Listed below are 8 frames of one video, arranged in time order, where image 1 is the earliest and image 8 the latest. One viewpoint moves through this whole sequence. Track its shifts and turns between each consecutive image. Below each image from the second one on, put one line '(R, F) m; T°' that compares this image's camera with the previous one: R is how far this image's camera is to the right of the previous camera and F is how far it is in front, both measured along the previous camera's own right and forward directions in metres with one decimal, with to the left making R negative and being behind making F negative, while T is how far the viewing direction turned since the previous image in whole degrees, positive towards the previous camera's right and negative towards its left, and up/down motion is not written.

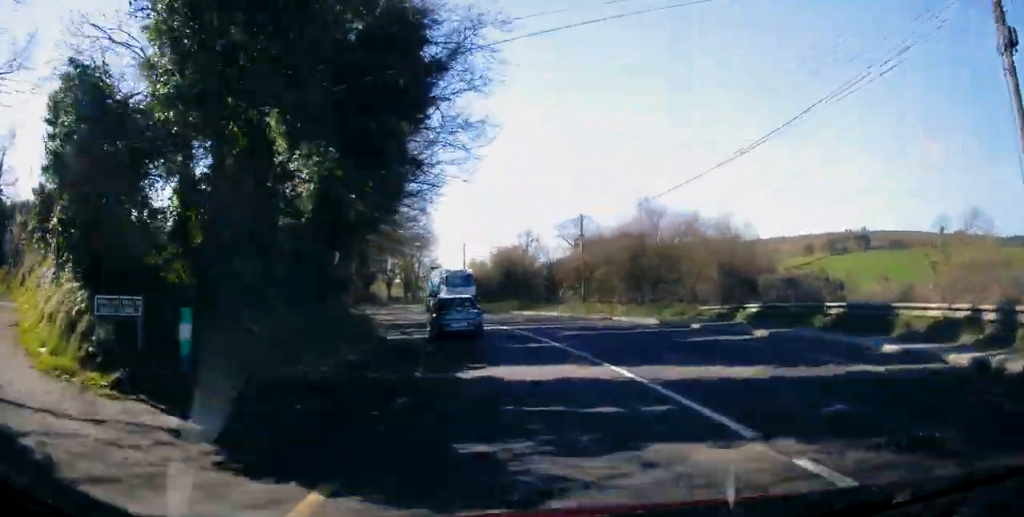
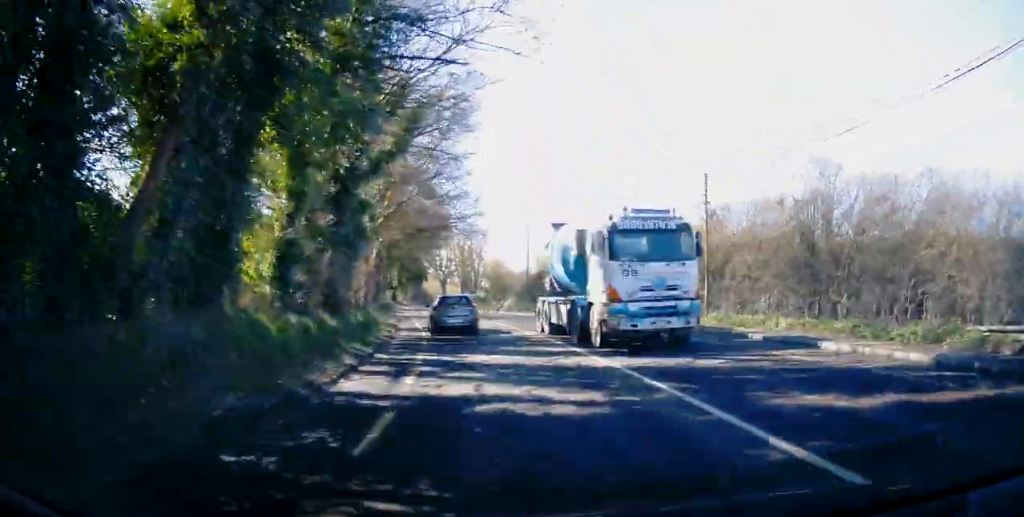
(-0.6, +13.3) m; -5°
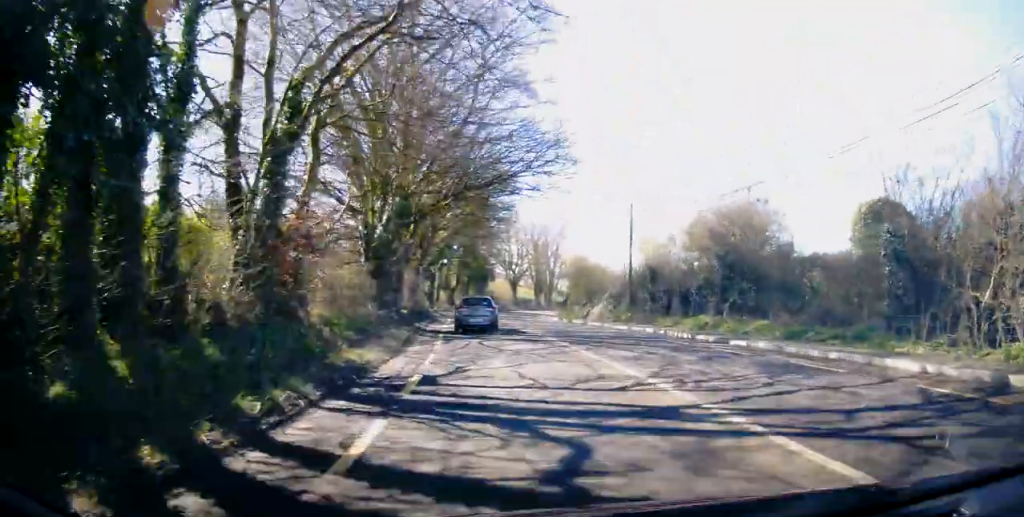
(-0.9, +16.5) m; -8°
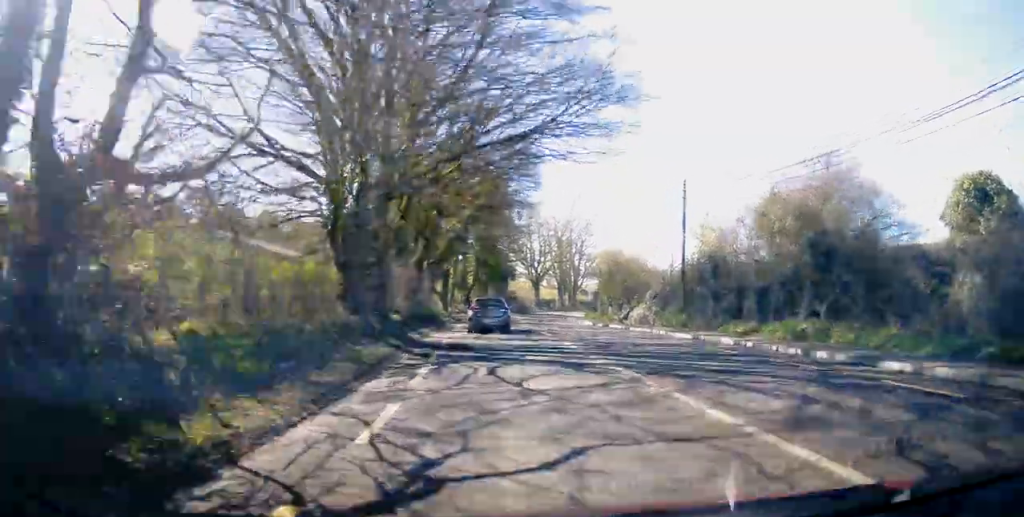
(-0.4, +6.9) m; -2°
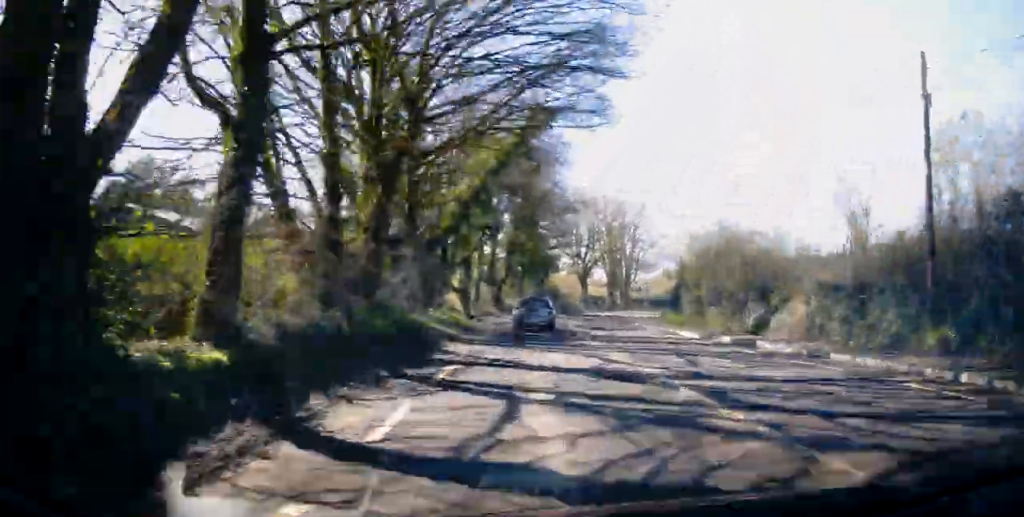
(-0.5, +15.7) m; -3°
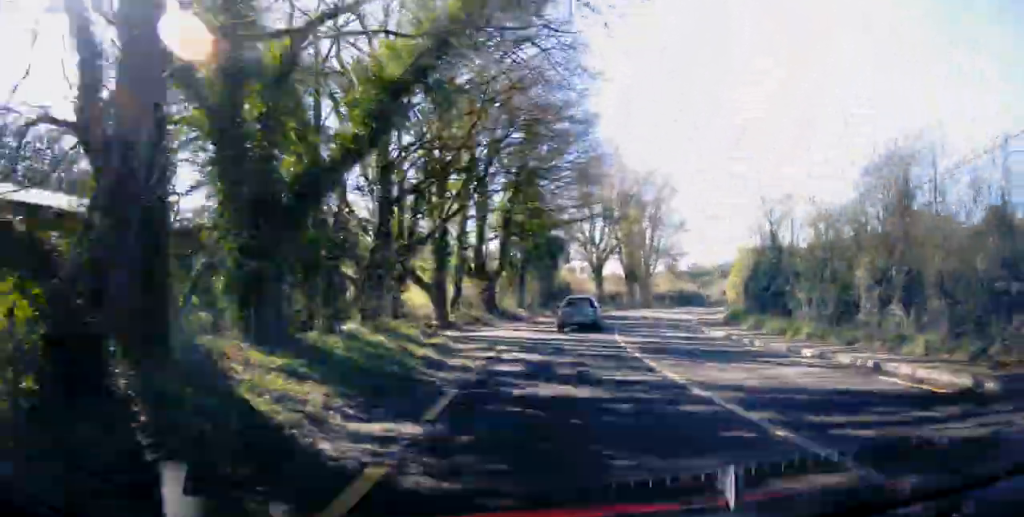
(-0.4, +15.0) m; +1°
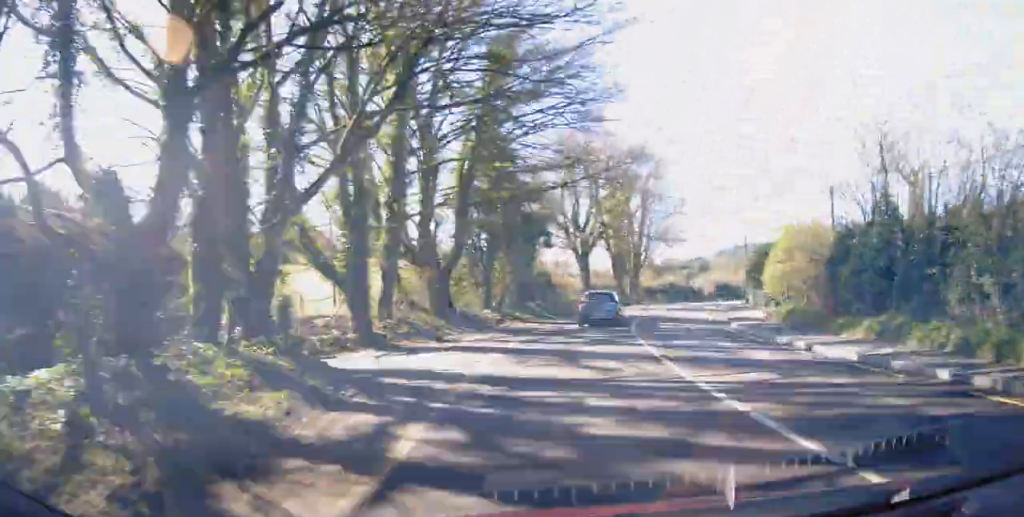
(+0.6, +11.1) m; +3°
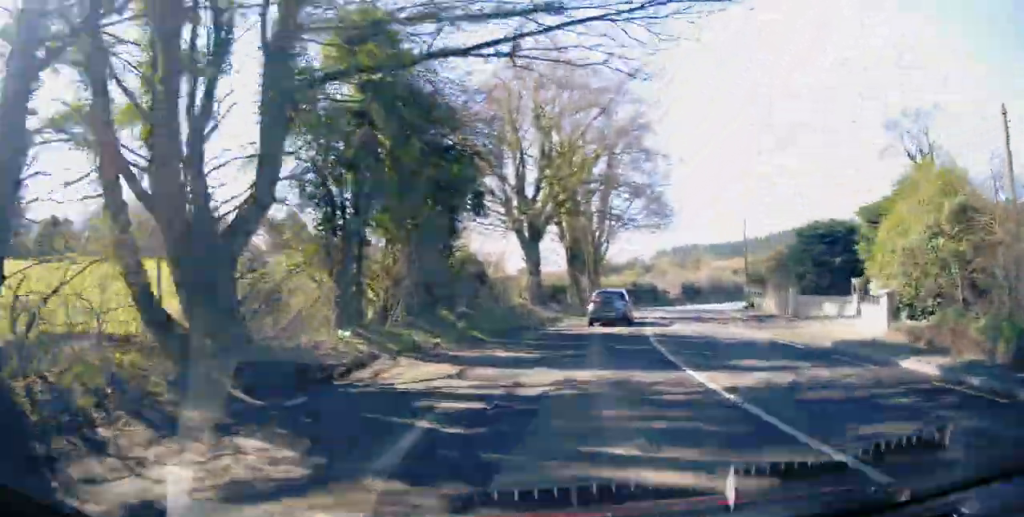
(+0.3, +15.4) m; +5°
